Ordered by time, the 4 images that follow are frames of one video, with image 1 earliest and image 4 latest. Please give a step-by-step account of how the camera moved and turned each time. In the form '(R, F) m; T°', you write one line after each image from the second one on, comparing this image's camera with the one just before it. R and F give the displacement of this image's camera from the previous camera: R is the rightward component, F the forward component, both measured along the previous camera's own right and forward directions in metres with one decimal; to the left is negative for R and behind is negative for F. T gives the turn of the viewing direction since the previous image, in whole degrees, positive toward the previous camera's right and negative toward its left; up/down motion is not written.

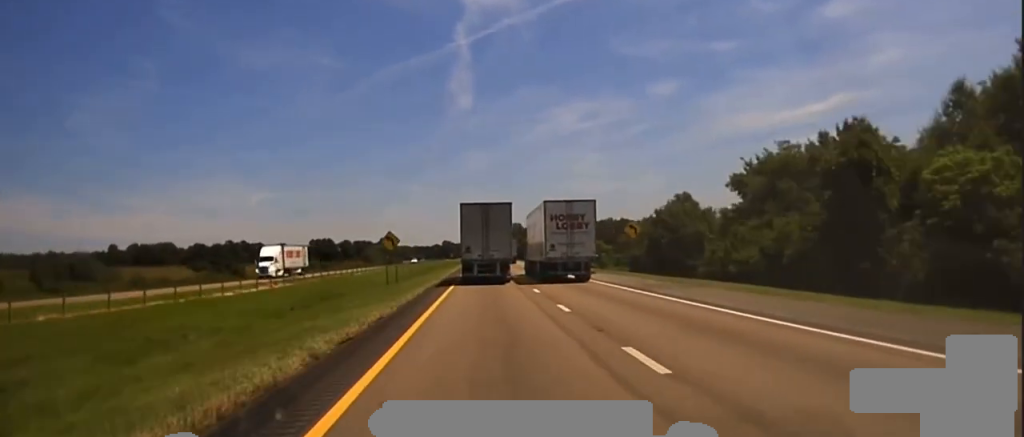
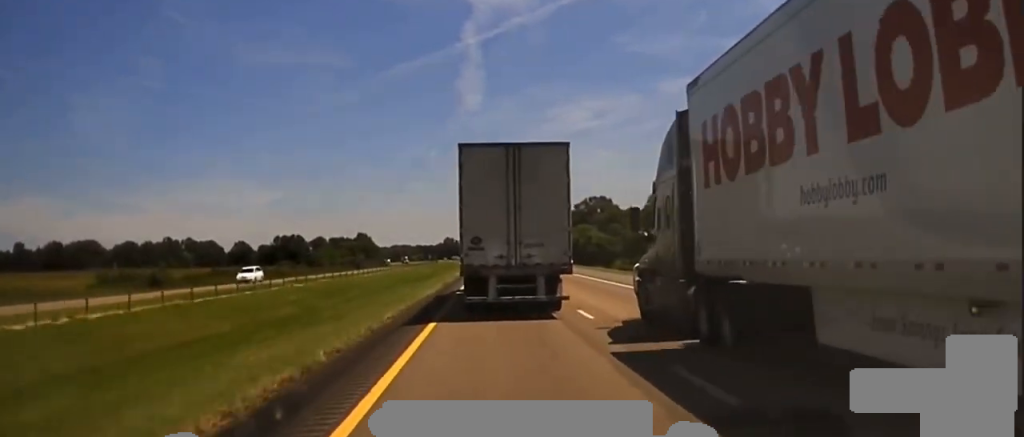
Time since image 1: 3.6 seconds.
(-0.9, +131.3) m; -1°
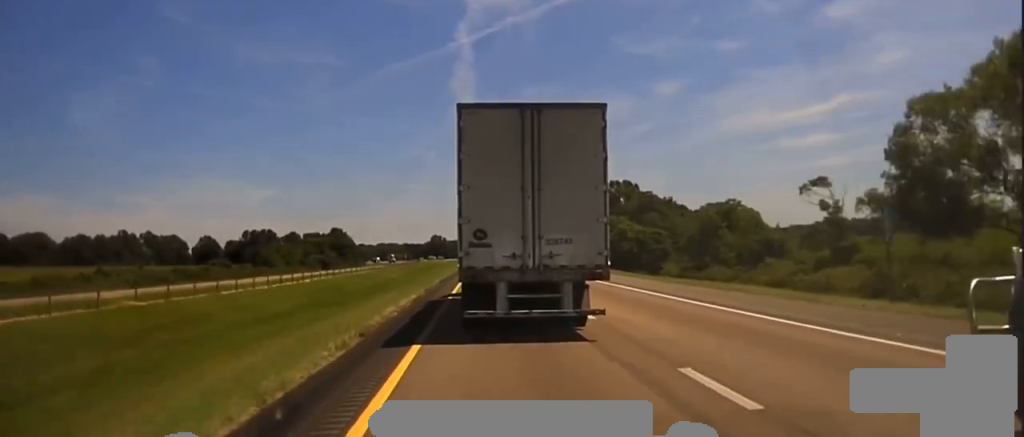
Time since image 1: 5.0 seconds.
(0.0, +47.7) m; 0°
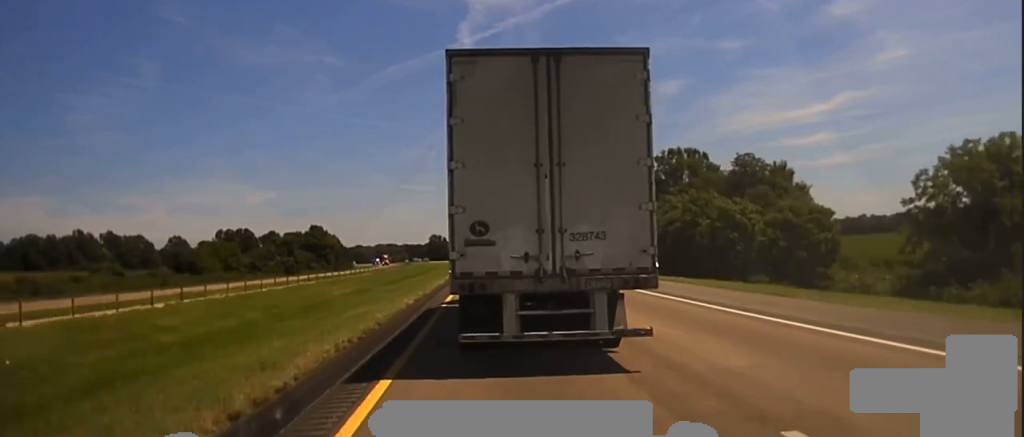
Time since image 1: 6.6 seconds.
(-0.1, +51.2) m; +1°
